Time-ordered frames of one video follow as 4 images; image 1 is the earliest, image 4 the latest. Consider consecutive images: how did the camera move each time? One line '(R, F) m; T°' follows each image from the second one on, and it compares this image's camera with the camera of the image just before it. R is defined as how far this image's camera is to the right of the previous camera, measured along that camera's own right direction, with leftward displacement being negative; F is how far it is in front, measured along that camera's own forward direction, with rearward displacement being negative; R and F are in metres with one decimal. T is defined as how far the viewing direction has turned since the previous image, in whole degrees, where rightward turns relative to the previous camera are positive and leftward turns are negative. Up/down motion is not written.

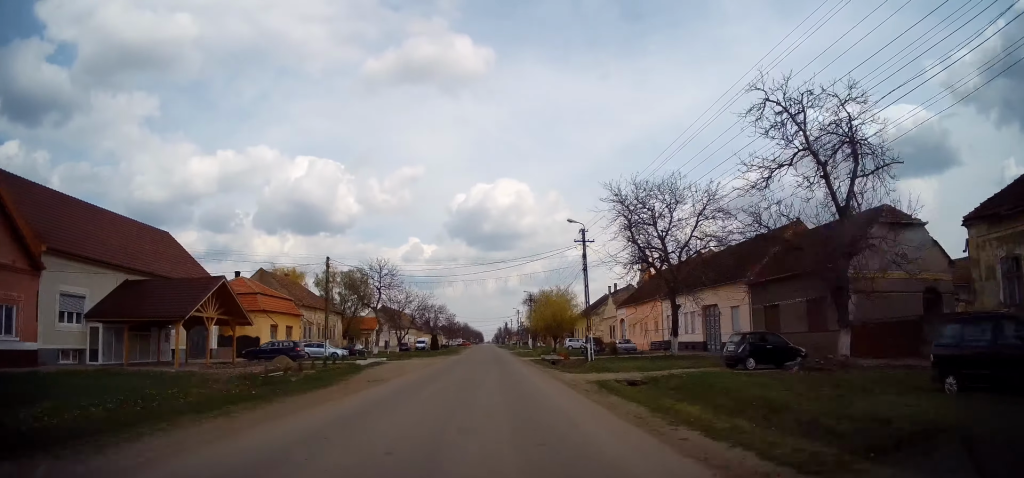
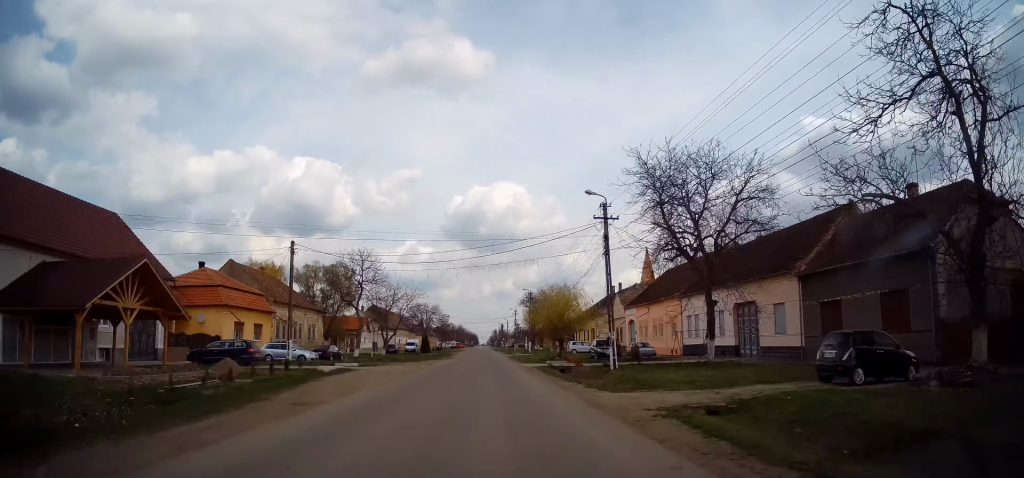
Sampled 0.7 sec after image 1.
(0.0, +6.7) m; +1°
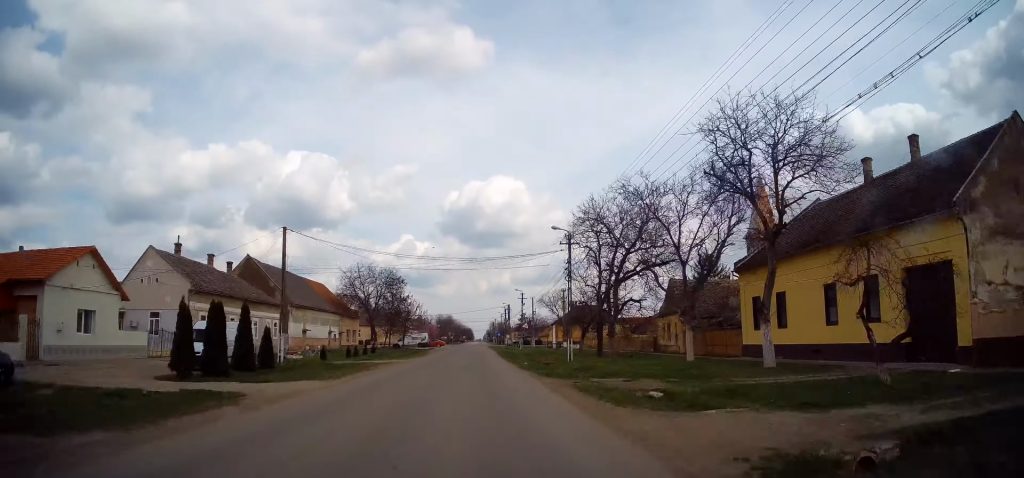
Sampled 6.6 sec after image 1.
(+0.9, +71.4) m; -1°
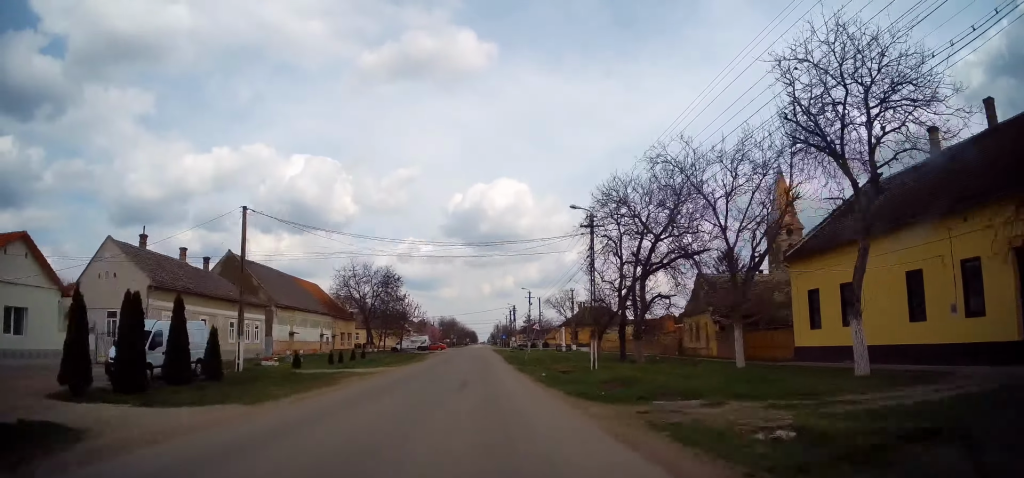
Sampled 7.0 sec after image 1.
(-0.1, +6.1) m; 0°
